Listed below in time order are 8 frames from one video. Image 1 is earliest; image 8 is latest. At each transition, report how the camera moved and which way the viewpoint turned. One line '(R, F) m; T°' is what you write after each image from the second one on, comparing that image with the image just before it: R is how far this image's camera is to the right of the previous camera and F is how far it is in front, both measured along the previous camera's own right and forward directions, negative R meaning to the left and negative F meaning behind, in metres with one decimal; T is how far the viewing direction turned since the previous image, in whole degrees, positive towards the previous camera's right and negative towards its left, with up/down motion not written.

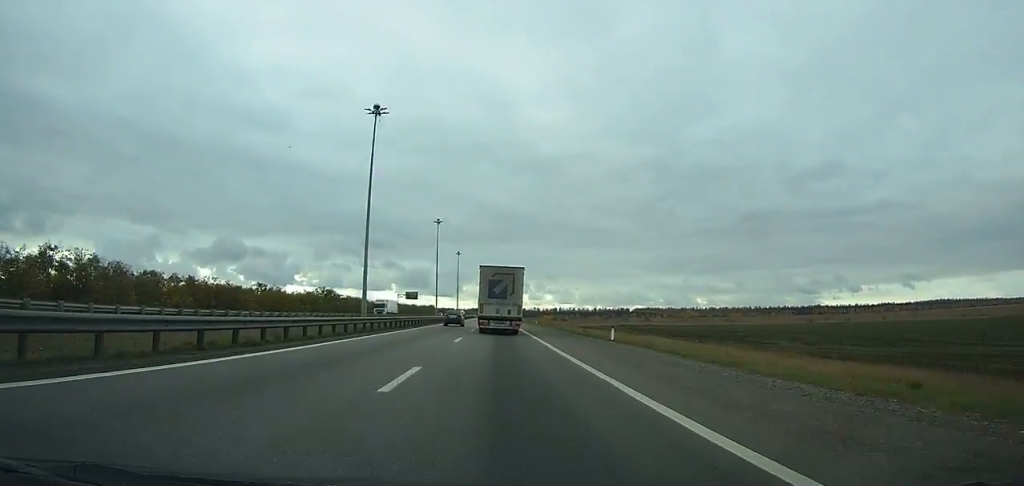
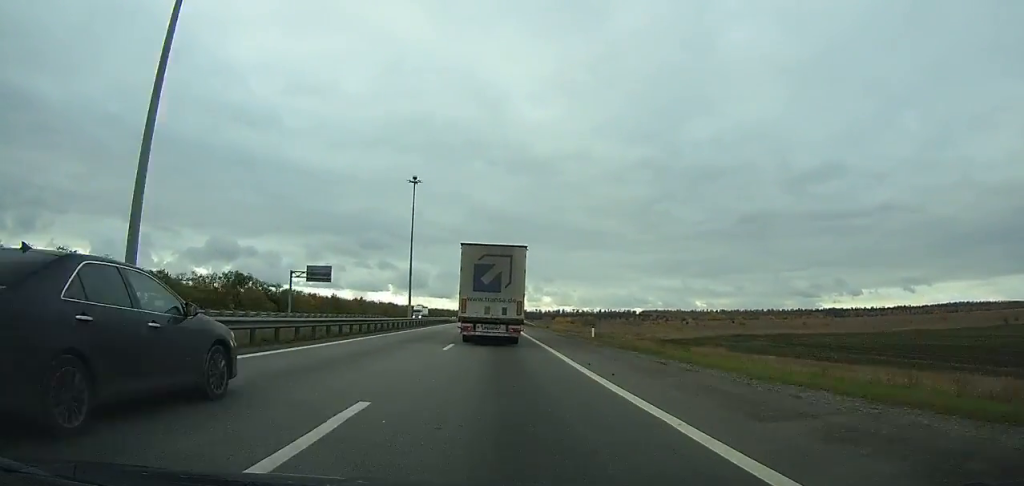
(-0.2, +98.9) m; 0°
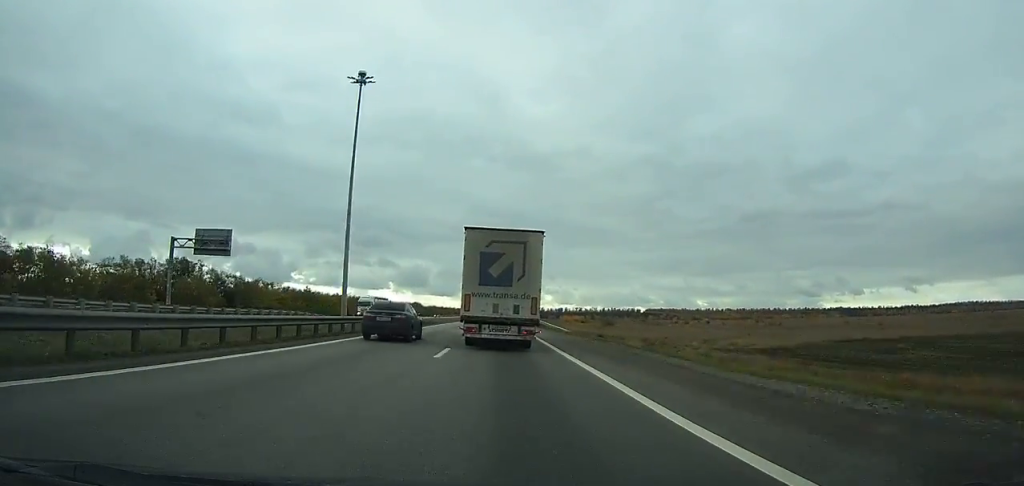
(+0.2, +36.6) m; 0°
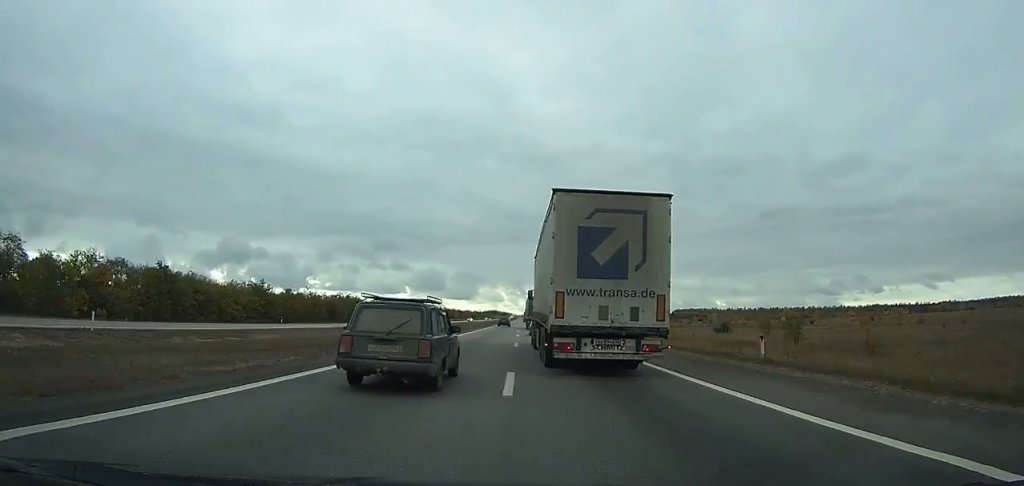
(+0.1, +104.9) m; 0°
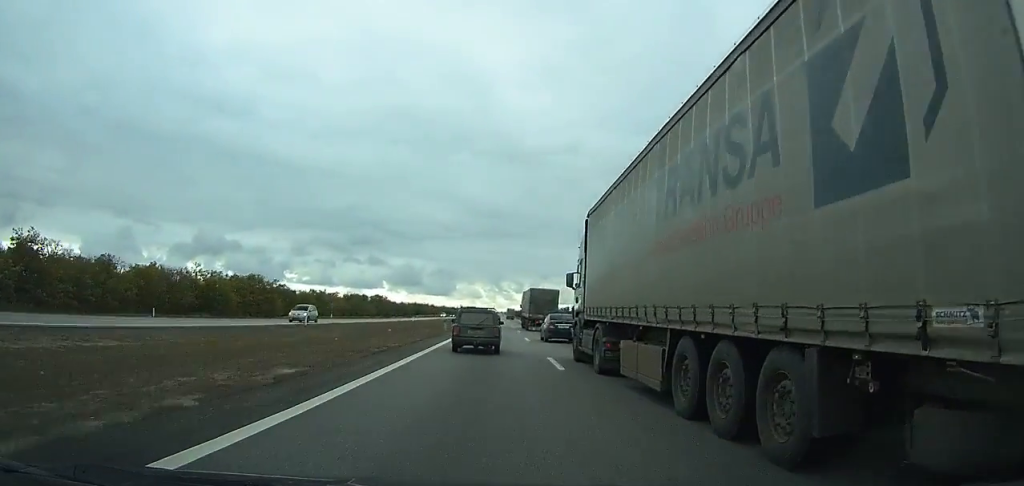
(-0.5, +73.9) m; 0°
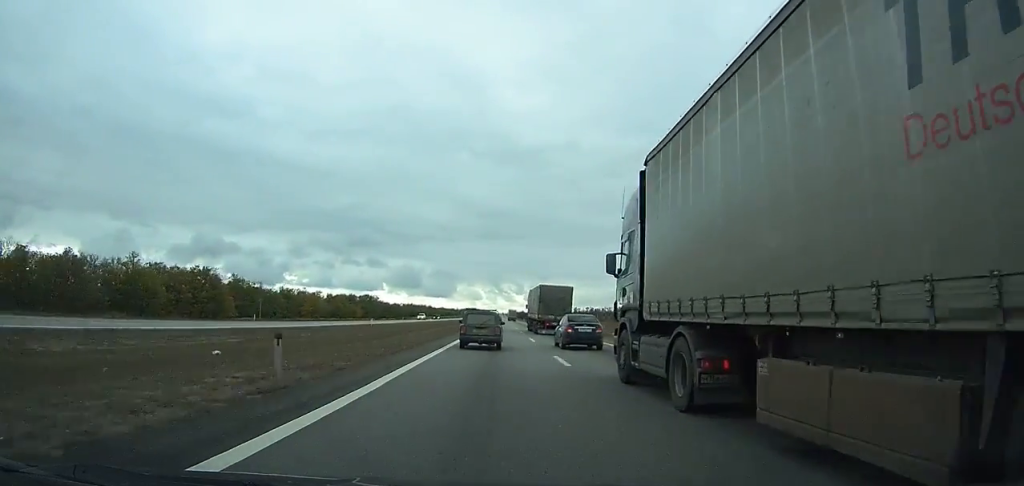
(+0.3, +30.5) m; 0°
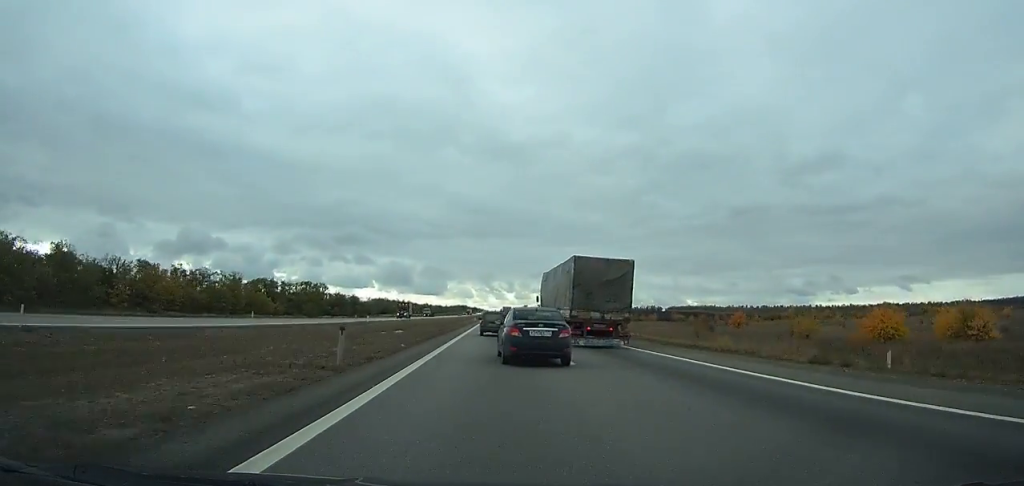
(+0.6, +95.3) m; 0°
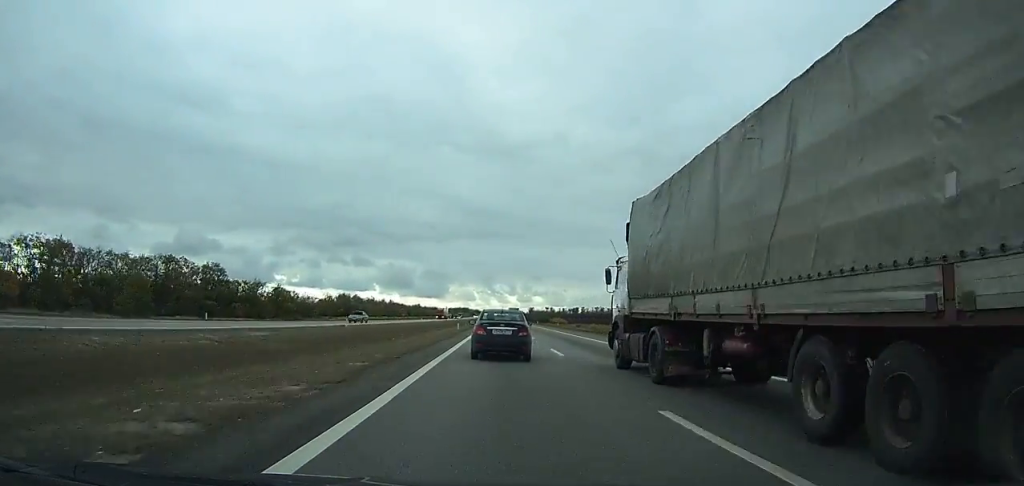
(0.0, +107.9) m; 0°
